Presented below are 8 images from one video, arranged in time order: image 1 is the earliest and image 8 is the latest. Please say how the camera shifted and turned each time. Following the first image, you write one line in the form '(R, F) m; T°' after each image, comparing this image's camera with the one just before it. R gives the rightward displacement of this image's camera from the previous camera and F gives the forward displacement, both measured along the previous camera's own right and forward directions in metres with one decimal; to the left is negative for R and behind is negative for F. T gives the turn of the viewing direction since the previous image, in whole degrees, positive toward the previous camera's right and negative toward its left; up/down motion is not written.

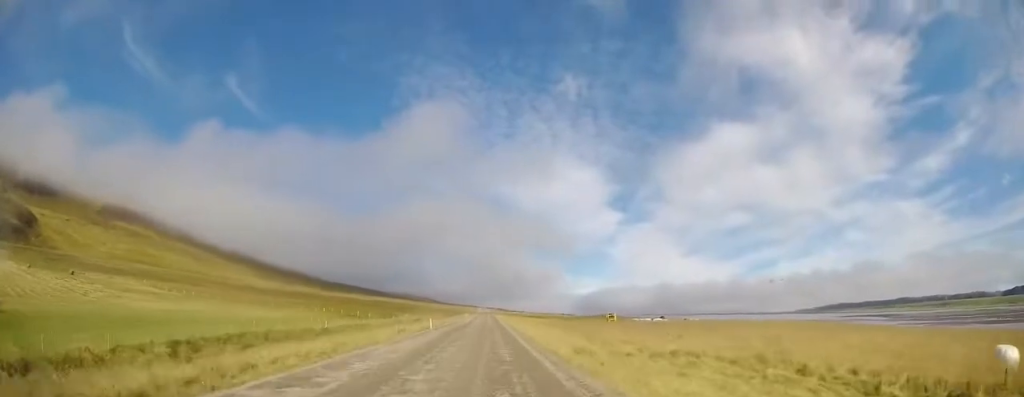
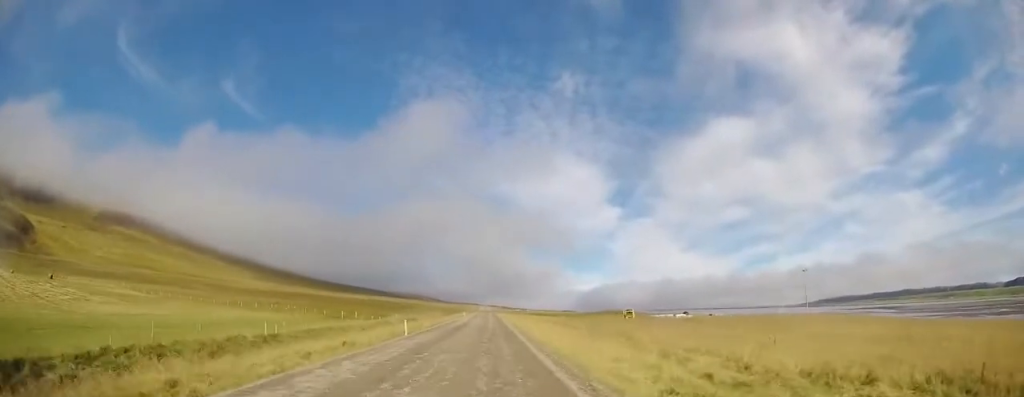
(+0.1, +9.4) m; +1°
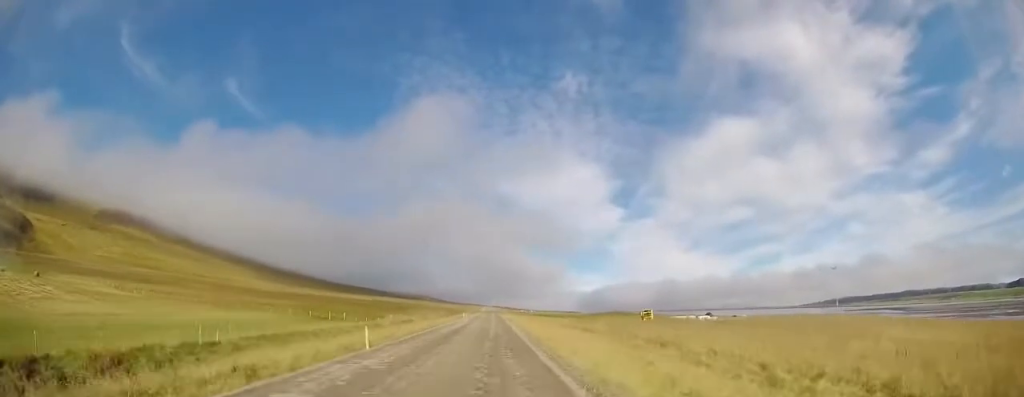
(0.0, +7.2) m; +1°
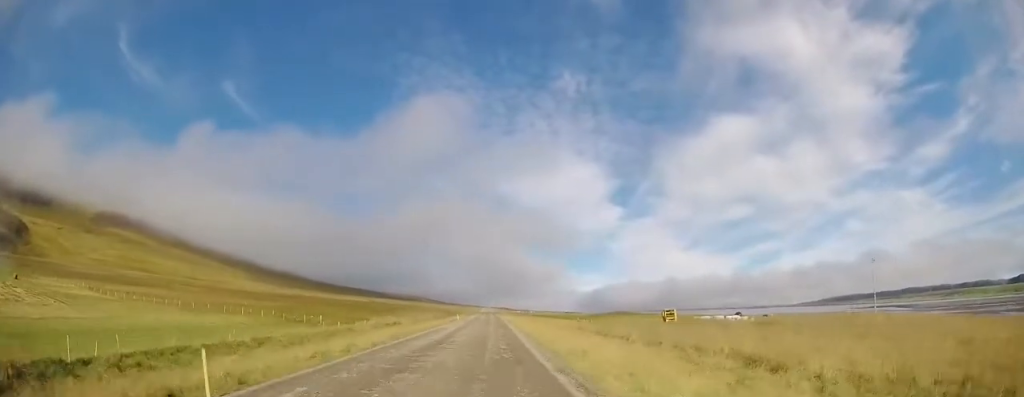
(+0.1, +8.7) m; 0°
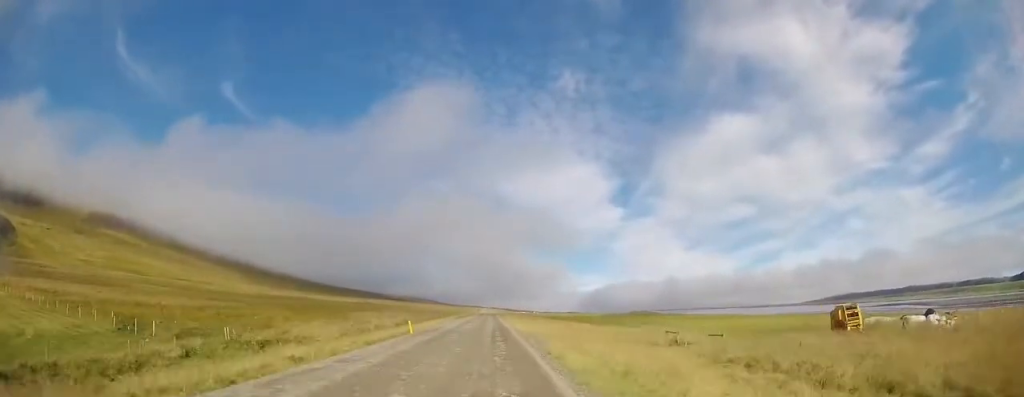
(-0.2, +31.5) m; -1°
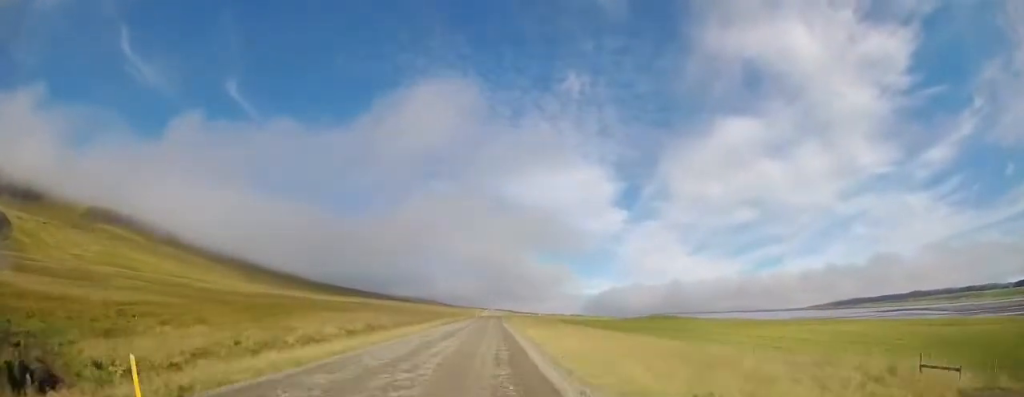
(0.0, +20.0) m; 0°
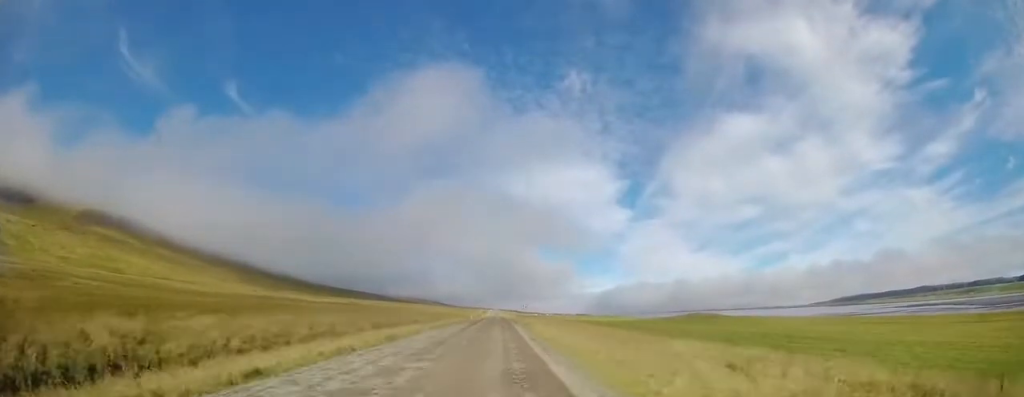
(0.0, +33.9) m; 0°
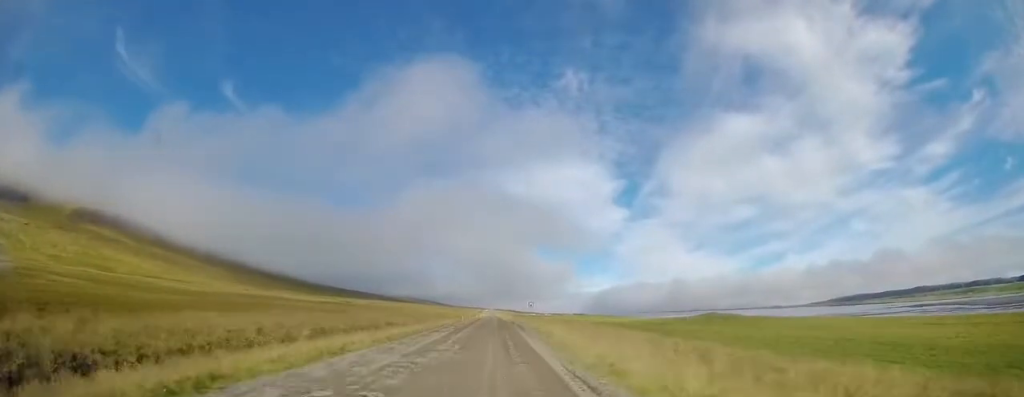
(+0.1, +13.8) m; 0°
